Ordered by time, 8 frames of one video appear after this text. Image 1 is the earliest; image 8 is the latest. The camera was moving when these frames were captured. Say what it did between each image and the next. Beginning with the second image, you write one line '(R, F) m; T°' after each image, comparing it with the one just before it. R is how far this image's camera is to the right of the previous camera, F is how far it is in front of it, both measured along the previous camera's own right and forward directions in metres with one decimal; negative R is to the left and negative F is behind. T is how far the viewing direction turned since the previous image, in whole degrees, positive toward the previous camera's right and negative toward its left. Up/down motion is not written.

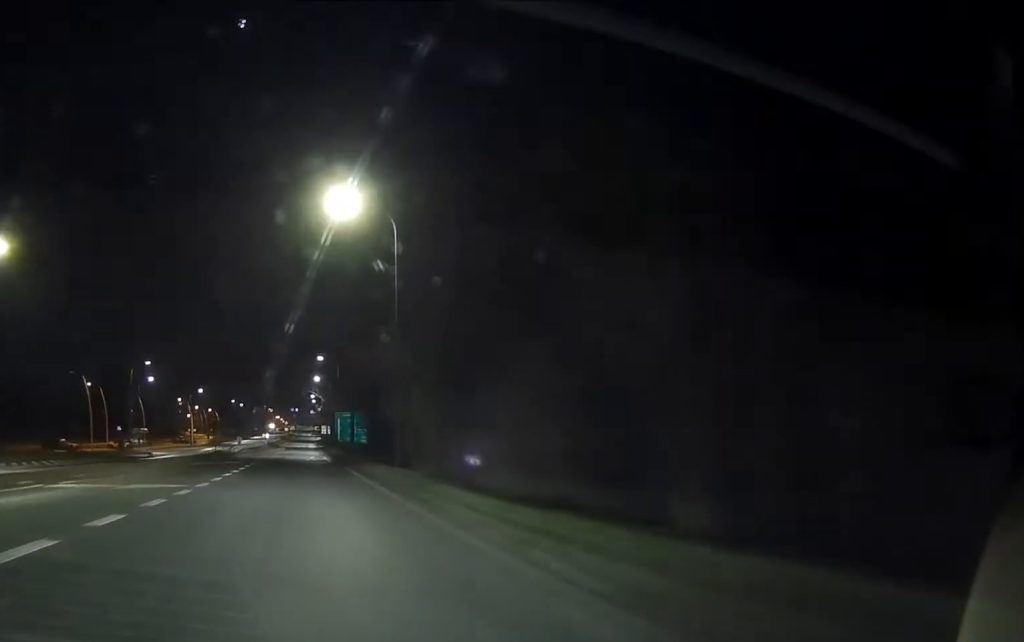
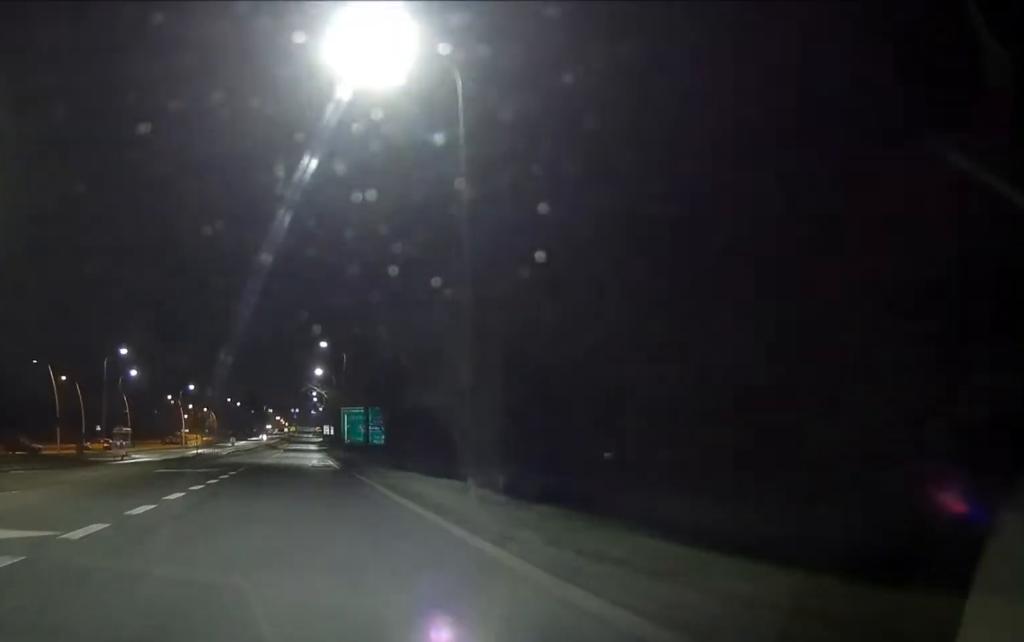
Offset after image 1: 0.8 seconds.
(0.0, +13.9) m; 0°
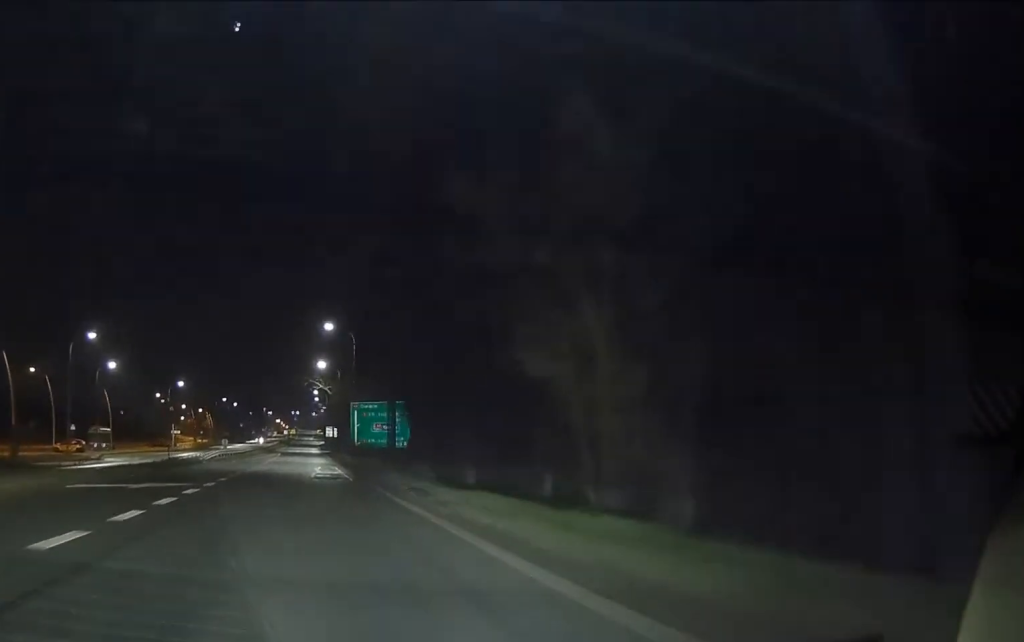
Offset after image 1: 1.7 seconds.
(0.0, +13.3) m; 0°
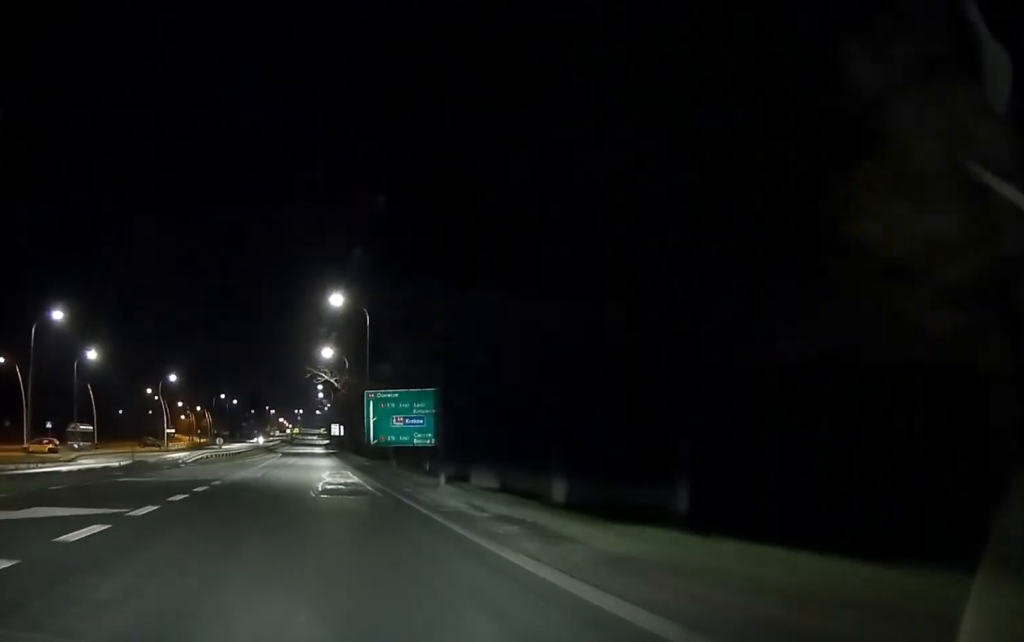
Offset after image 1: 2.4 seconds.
(-0.1, +11.0) m; 0°
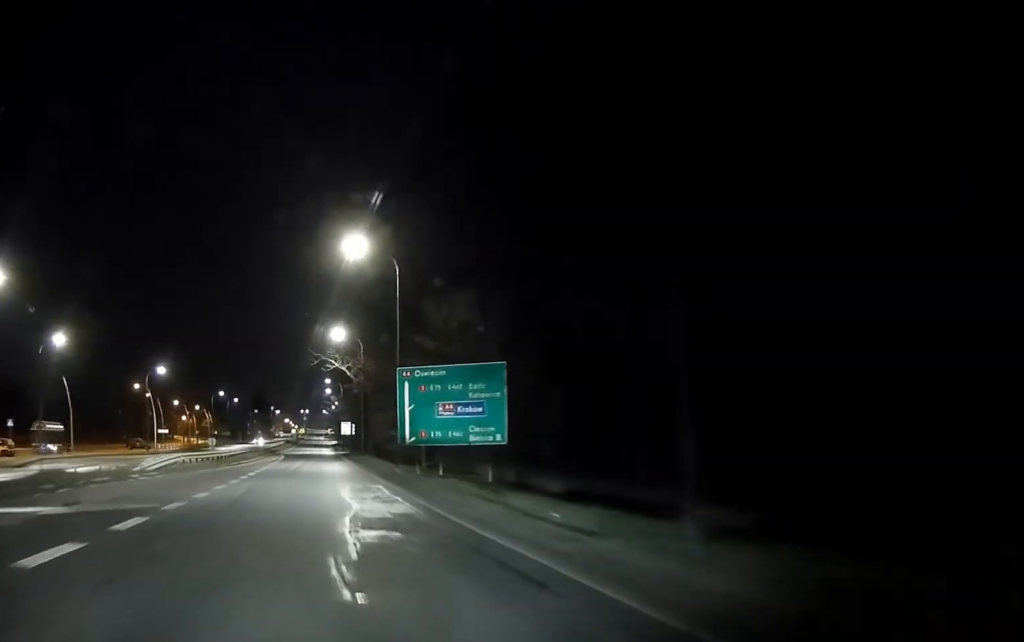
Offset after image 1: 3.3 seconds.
(0.0, +13.8) m; 0°
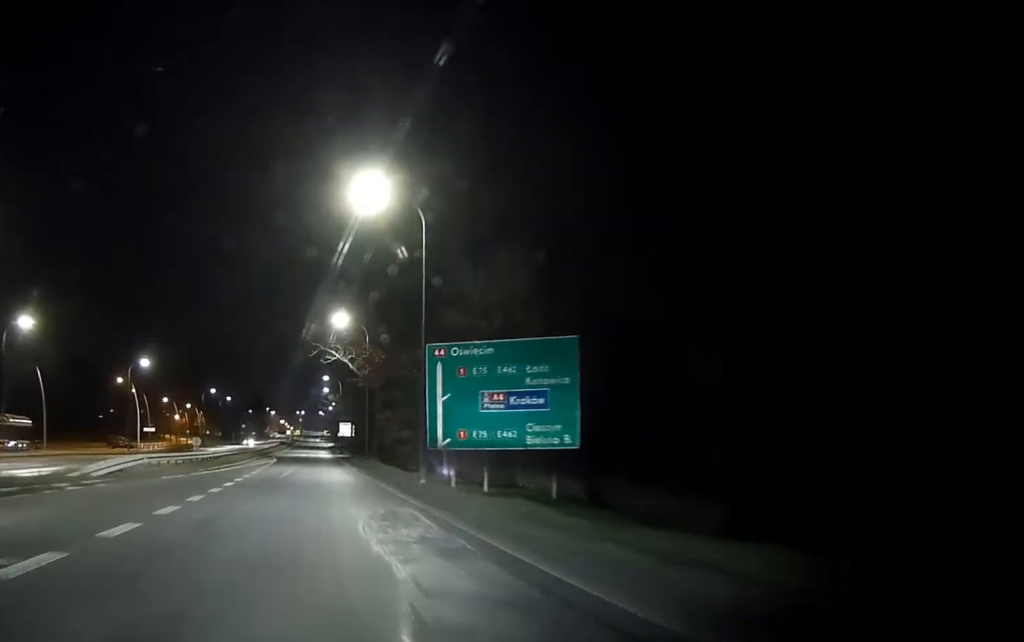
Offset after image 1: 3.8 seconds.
(0.0, +8.6) m; 0°
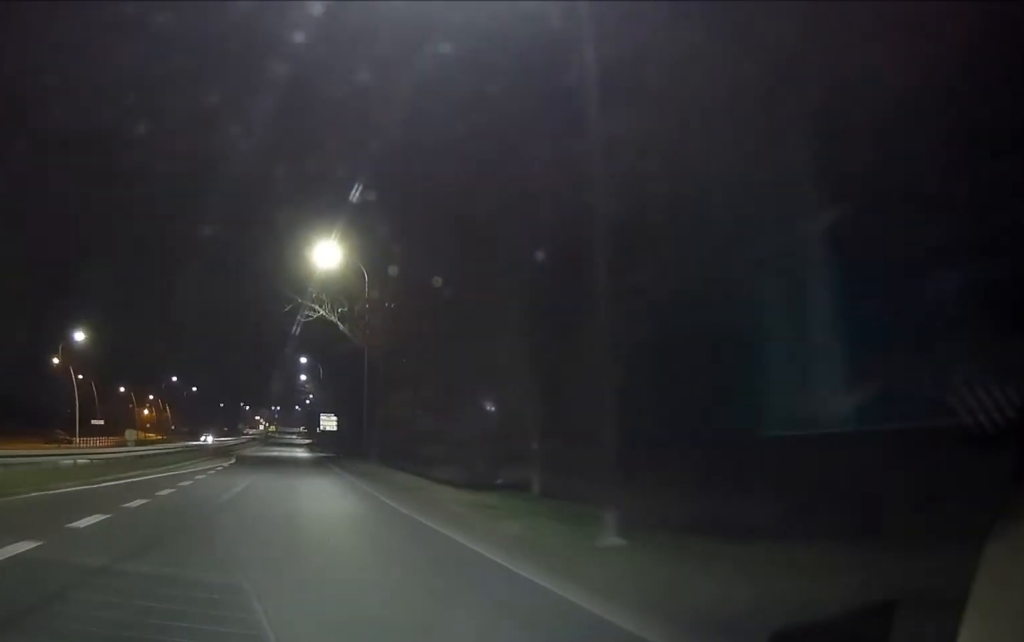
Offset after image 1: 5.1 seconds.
(0.0, +19.2) m; 0°
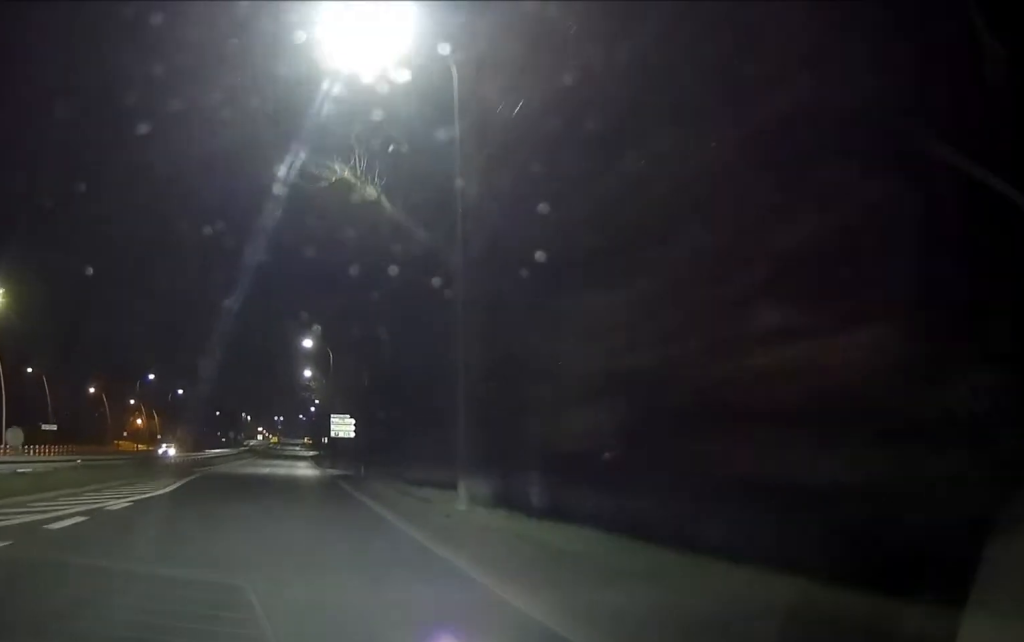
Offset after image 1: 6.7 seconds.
(+0.1, +23.6) m; 0°
